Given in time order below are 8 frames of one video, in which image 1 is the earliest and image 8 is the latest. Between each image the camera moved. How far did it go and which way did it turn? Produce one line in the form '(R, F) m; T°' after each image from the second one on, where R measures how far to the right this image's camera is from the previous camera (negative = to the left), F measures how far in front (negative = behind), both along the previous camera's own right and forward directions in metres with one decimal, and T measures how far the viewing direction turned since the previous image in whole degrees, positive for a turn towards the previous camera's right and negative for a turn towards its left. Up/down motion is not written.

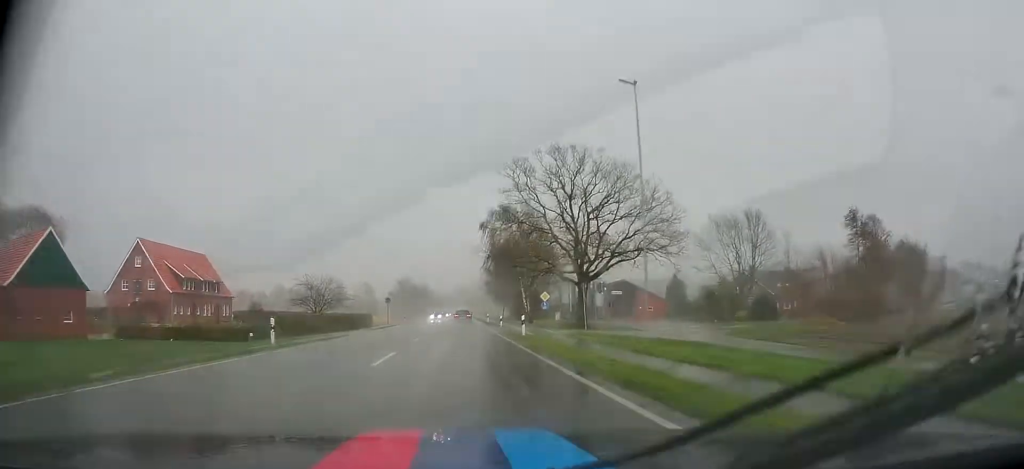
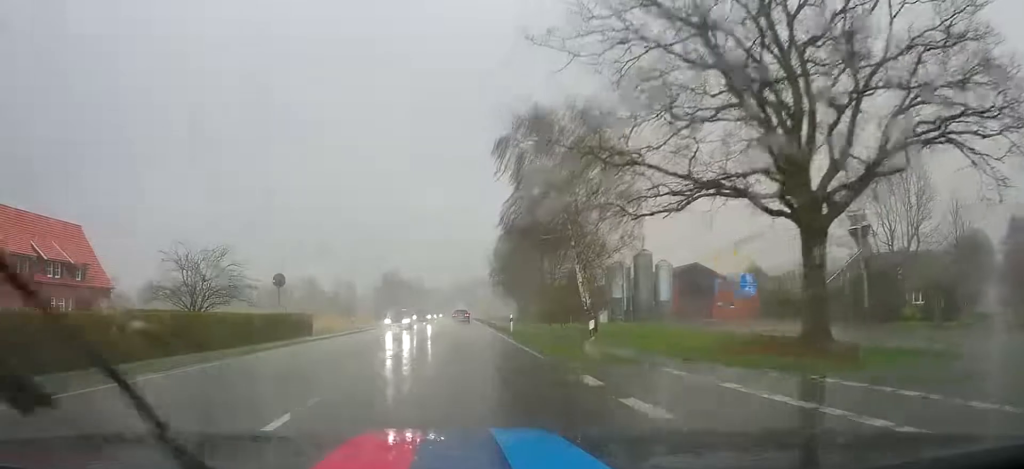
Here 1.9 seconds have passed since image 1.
(+0.3, +33.4) m; 0°
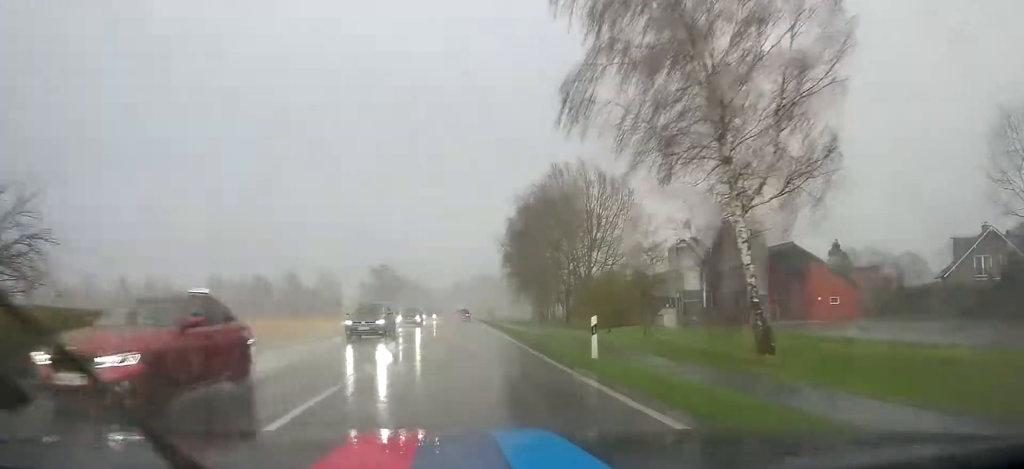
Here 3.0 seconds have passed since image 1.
(-0.2, +21.3) m; 0°
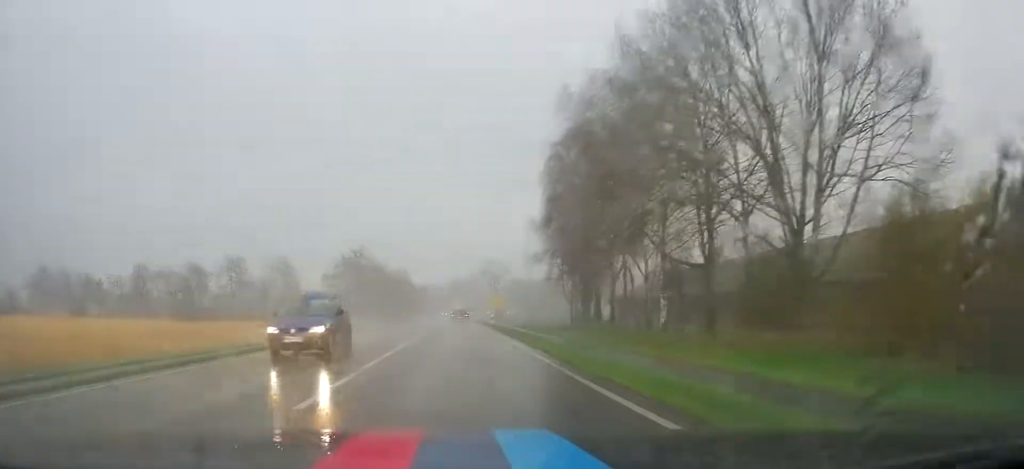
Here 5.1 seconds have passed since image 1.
(-0.3, +38.9) m; 0°
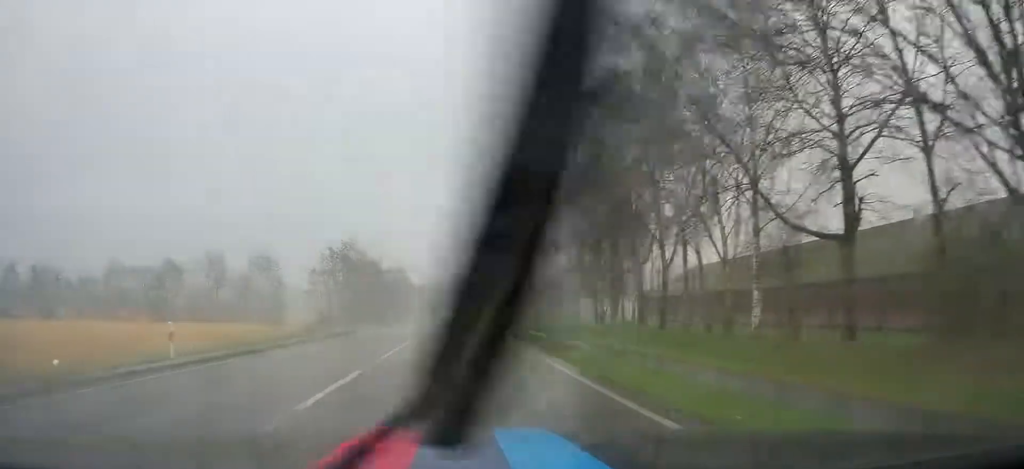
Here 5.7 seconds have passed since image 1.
(+0.1, +11.6) m; 0°
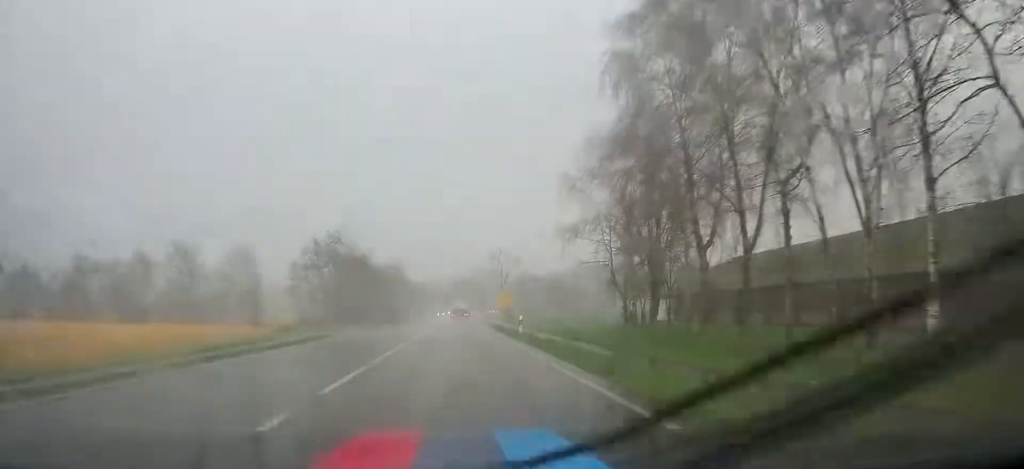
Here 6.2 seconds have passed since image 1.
(+0.1, +10.7) m; 0°
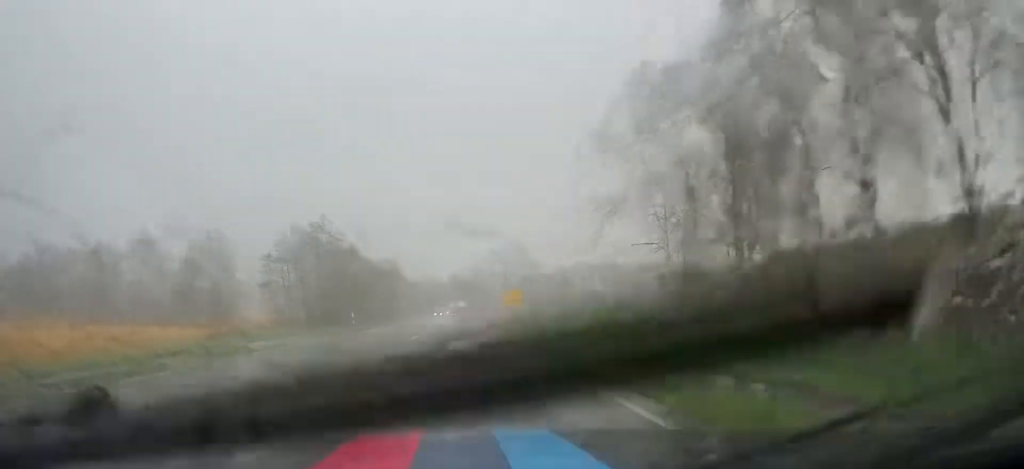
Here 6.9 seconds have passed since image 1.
(0.0, +13.1) m; -1°
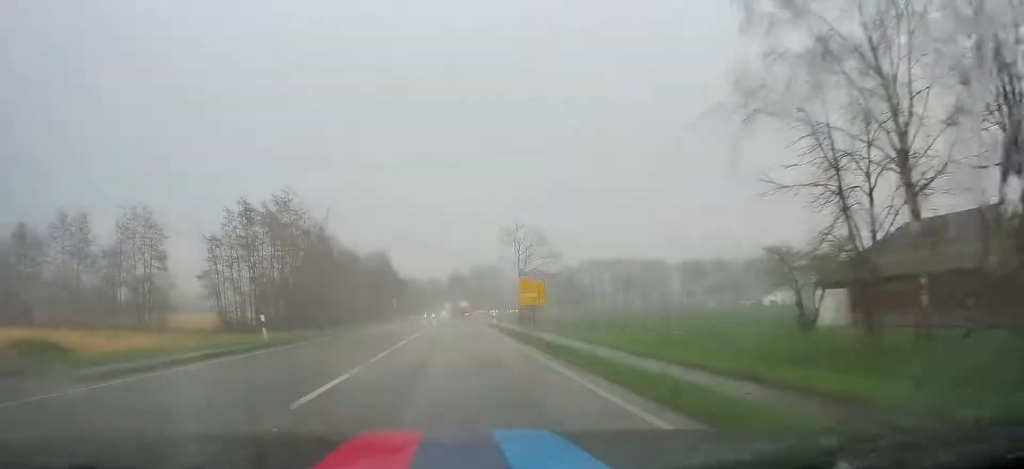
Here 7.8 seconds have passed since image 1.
(-0.2, +17.9) m; -1°
